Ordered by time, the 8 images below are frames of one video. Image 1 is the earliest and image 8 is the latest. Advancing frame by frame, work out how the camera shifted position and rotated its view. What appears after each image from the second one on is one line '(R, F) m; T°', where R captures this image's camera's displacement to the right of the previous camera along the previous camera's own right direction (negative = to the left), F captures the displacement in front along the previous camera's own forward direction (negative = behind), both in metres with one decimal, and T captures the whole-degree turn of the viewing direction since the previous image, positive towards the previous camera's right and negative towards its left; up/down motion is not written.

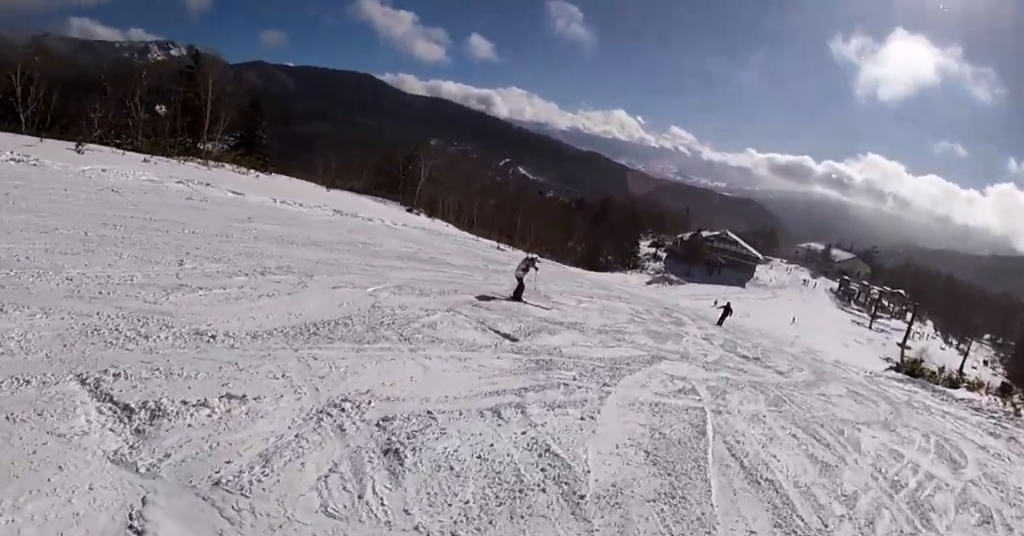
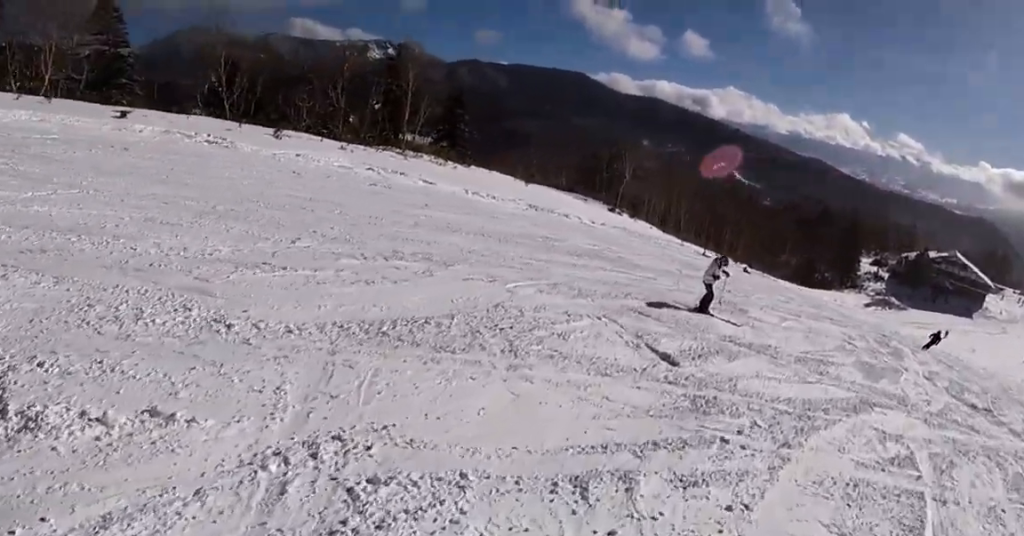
(-0.2, +1.9) m; -9°
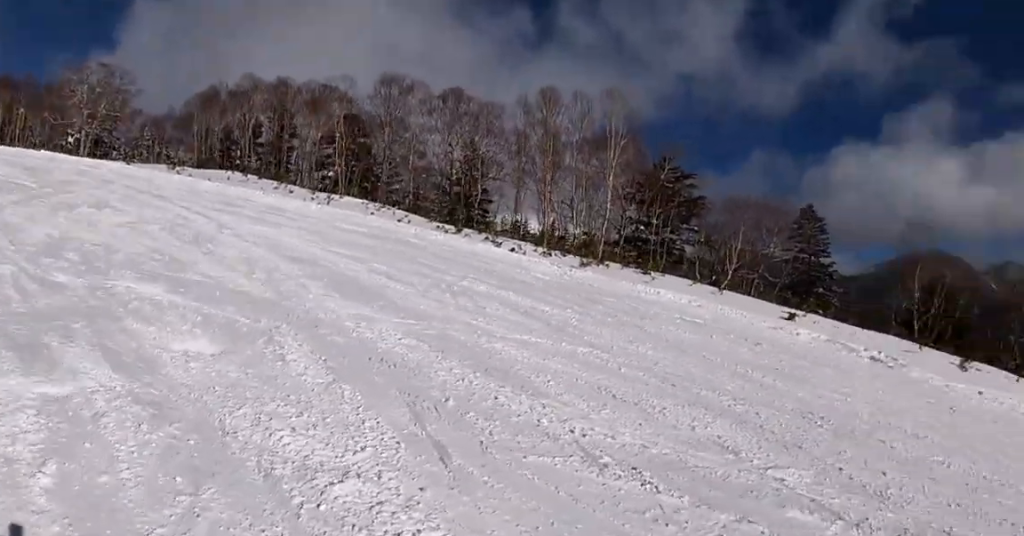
(-0.6, +3.8) m; -13°
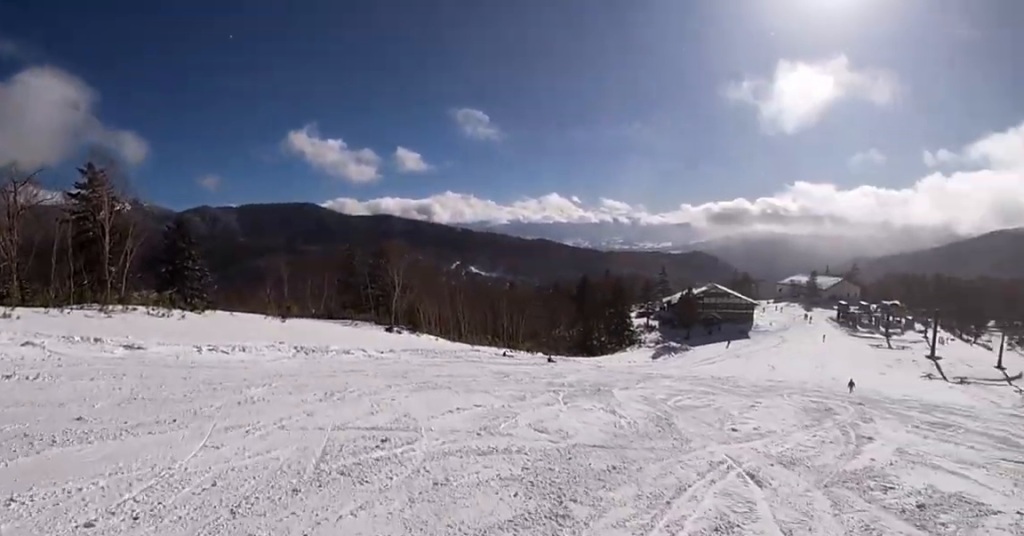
(-0.1, +9.2) m; +21°
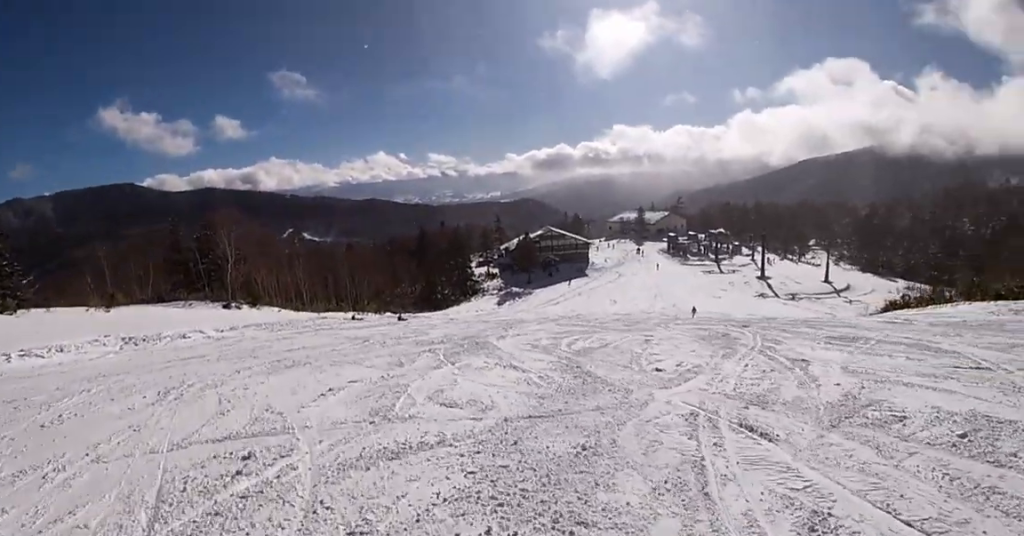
(+0.2, +2.5) m; +18°
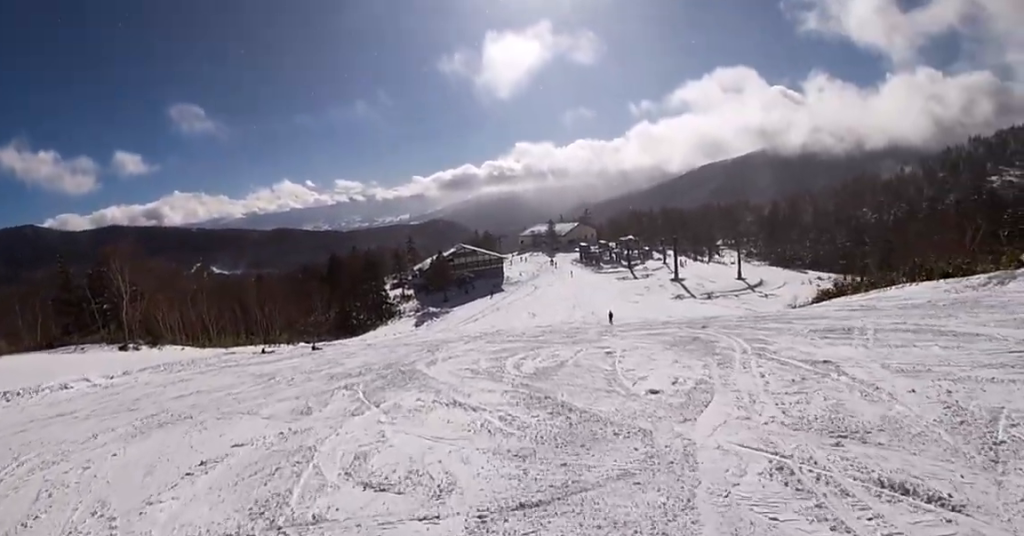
(+0.7, +2.5) m; +23°
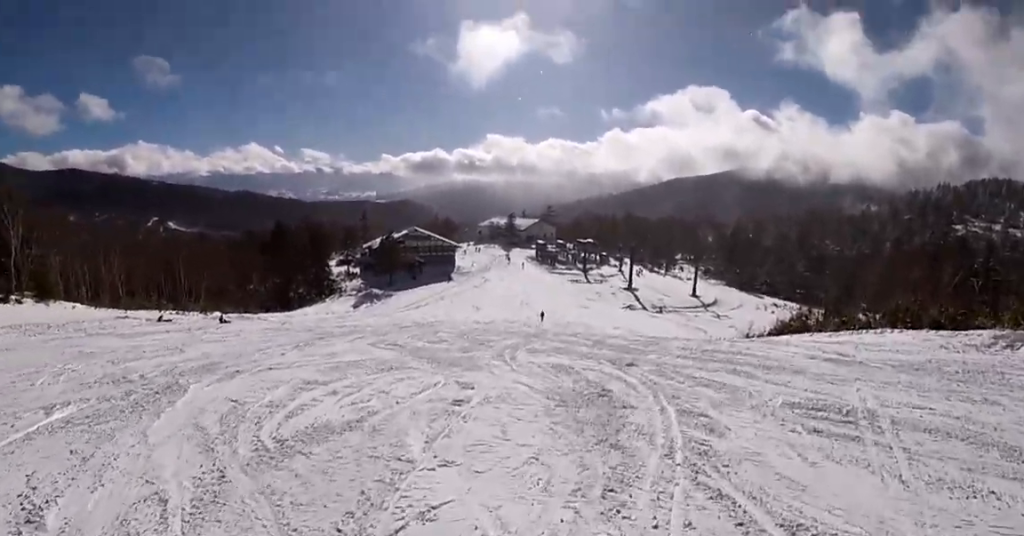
(+1.7, +4.5) m; +7°
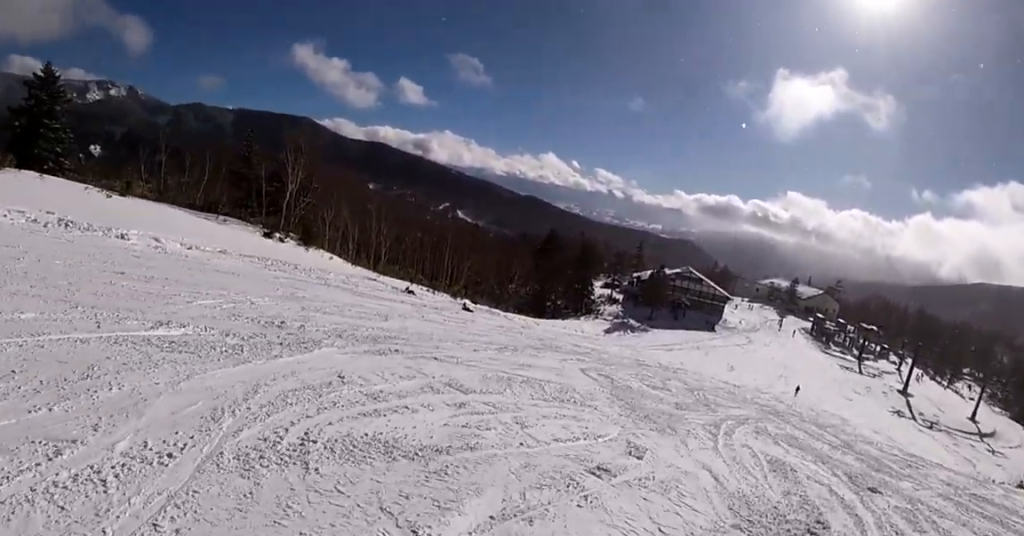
(-0.3, +2.1) m; -34°
